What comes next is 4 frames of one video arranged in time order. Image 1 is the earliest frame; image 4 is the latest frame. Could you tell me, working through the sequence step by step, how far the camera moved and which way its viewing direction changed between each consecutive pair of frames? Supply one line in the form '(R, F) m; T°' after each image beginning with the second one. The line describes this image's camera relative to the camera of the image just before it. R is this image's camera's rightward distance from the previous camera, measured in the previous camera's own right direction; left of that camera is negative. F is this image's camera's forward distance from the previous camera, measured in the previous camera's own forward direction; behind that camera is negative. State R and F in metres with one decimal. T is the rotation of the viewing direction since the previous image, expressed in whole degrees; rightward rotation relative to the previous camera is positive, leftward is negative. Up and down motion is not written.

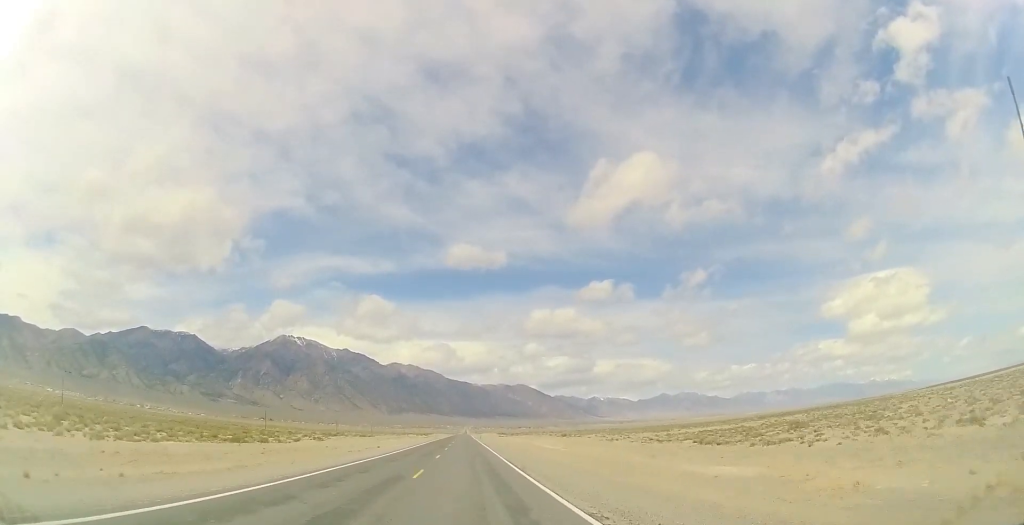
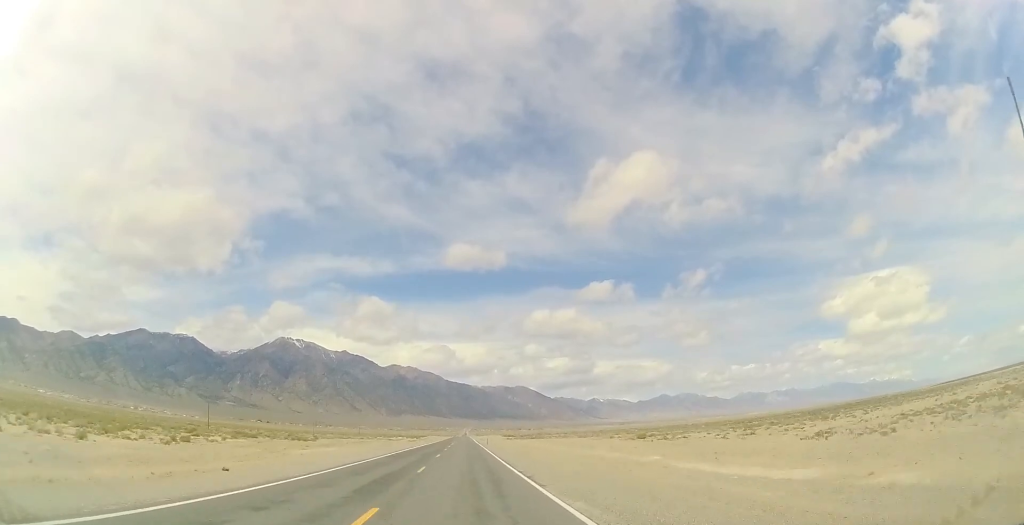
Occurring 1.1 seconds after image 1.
(-0.8, +38.0) m; -2°
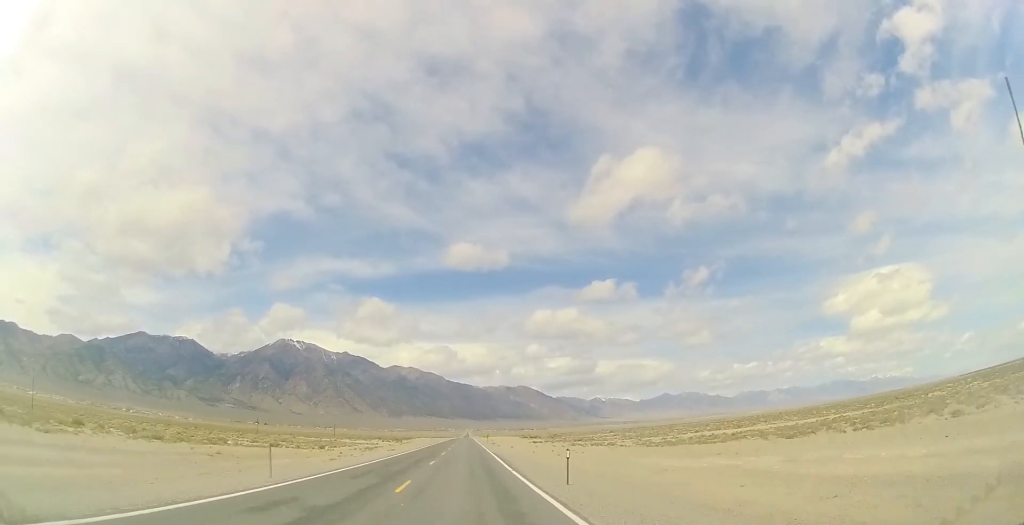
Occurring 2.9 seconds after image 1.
(+0.5, +62.0) m; +1°
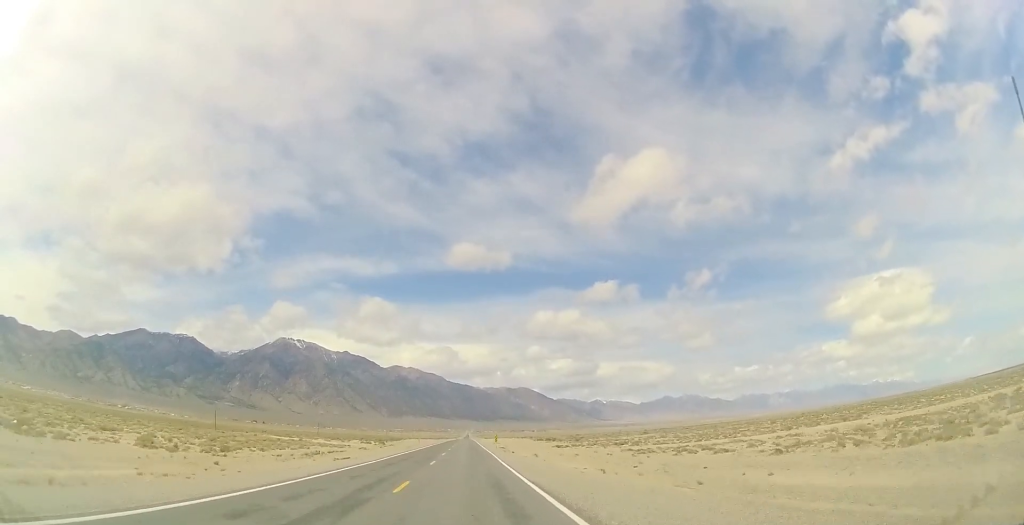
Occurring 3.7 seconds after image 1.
(+0.1, +27.4) m; 0°
